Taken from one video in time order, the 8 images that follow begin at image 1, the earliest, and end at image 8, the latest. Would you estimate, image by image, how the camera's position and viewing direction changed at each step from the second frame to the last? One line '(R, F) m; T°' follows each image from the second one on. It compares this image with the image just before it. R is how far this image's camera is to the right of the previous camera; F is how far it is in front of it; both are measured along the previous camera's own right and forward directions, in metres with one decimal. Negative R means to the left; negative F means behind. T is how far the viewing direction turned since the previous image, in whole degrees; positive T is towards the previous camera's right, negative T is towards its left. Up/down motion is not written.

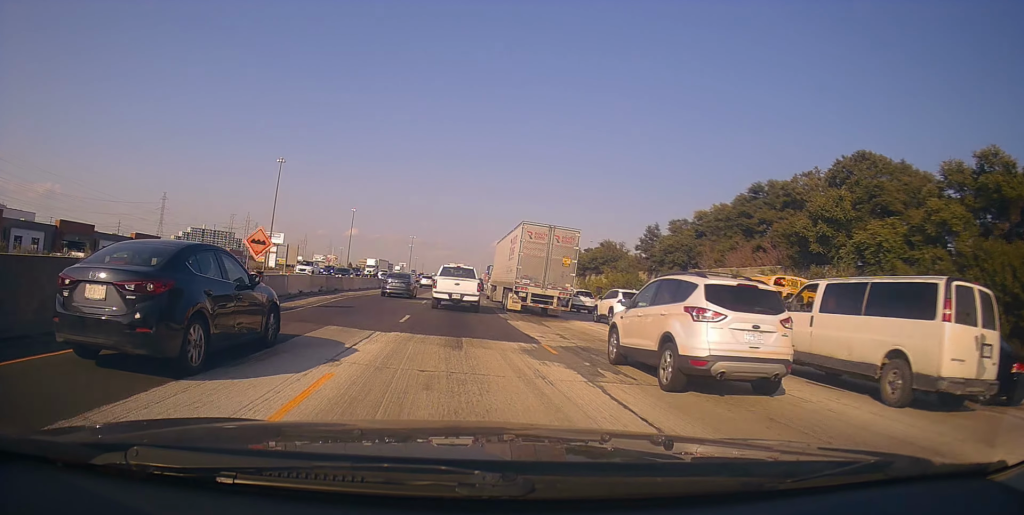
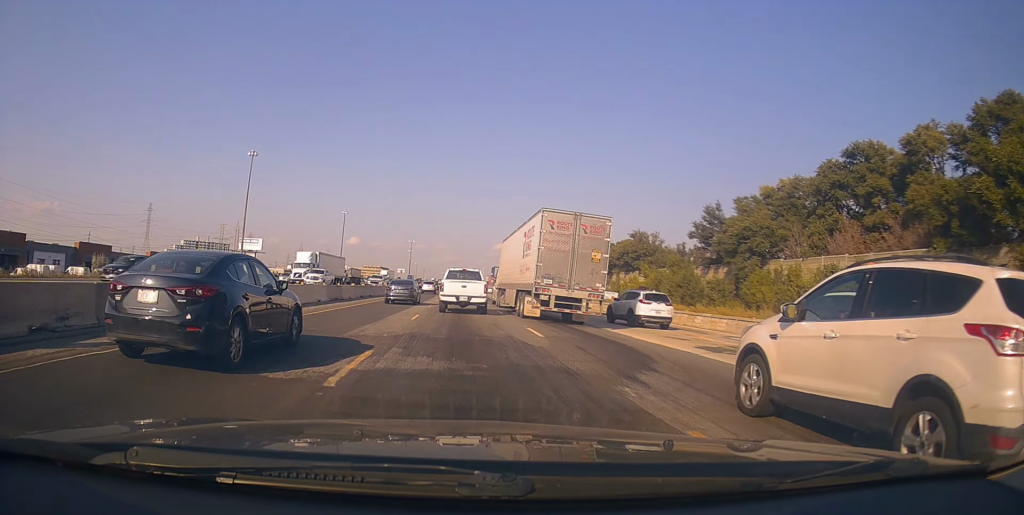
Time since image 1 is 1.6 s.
(-0.1, +21.1) m; -1°
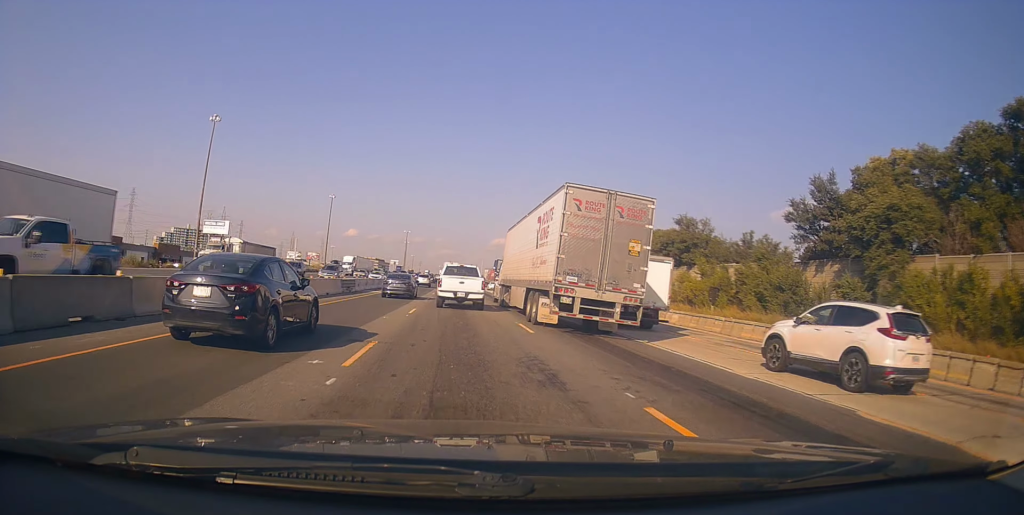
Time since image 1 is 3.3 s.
(+0.4, +22.9) m; +1°
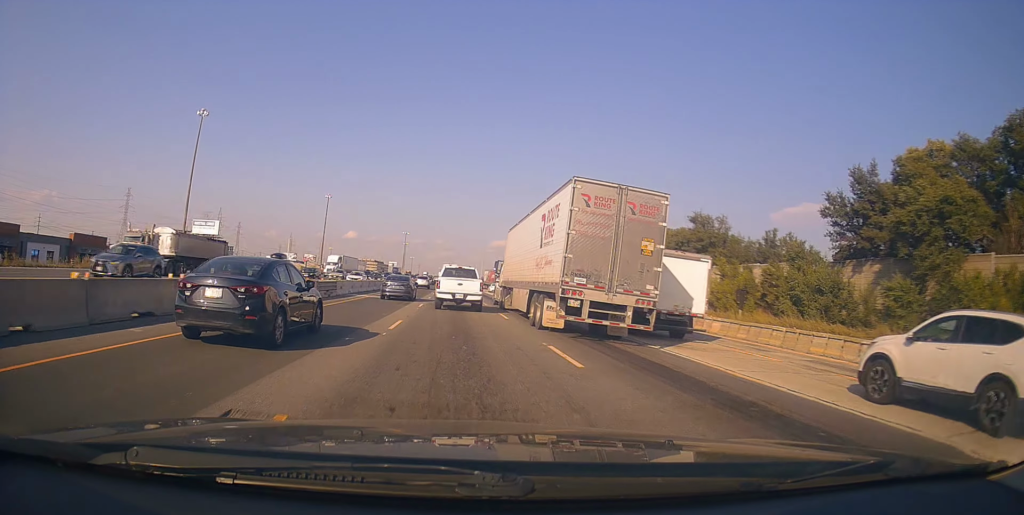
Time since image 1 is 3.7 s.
(-0.2, +5.8) m; 0°
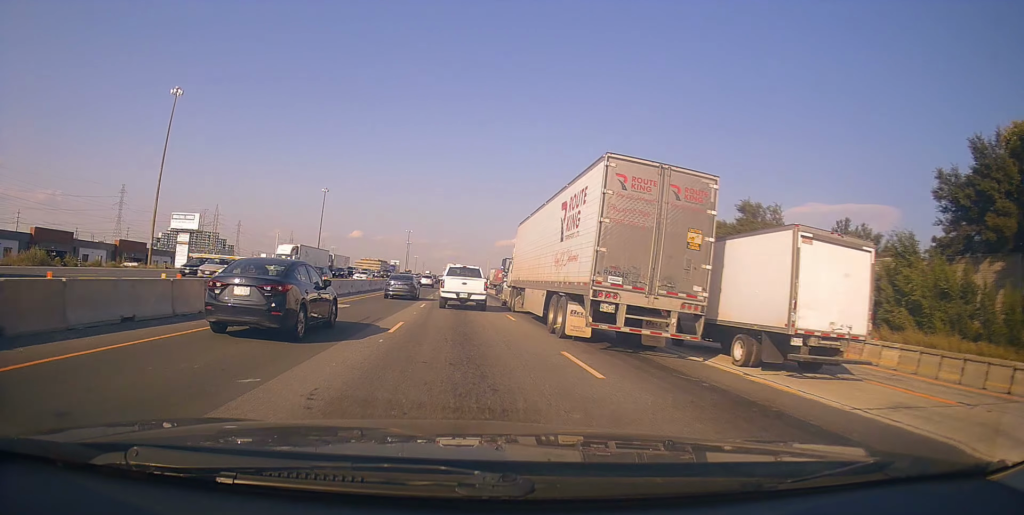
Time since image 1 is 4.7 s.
(0.0, +13.0) m; +1°
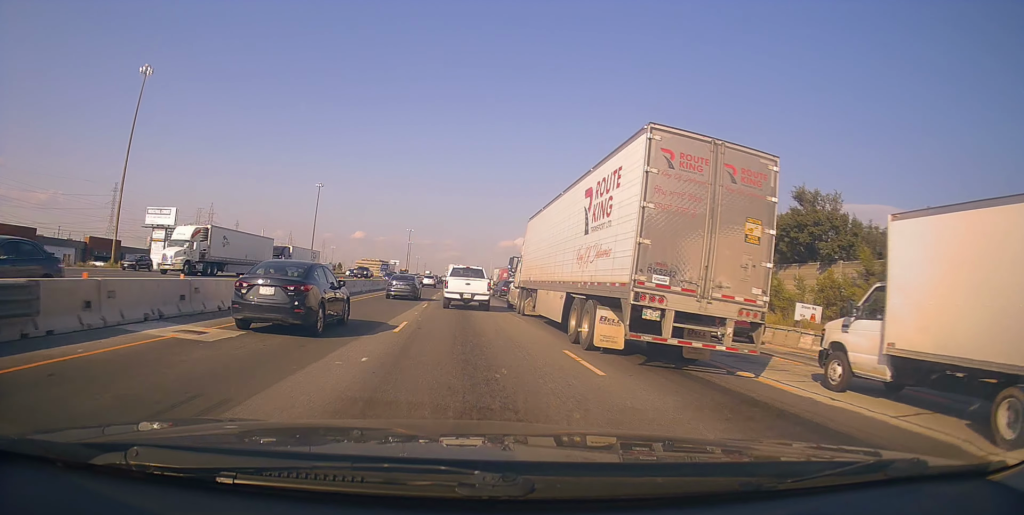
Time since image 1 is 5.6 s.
(+0.2, +11.8) m; 0°
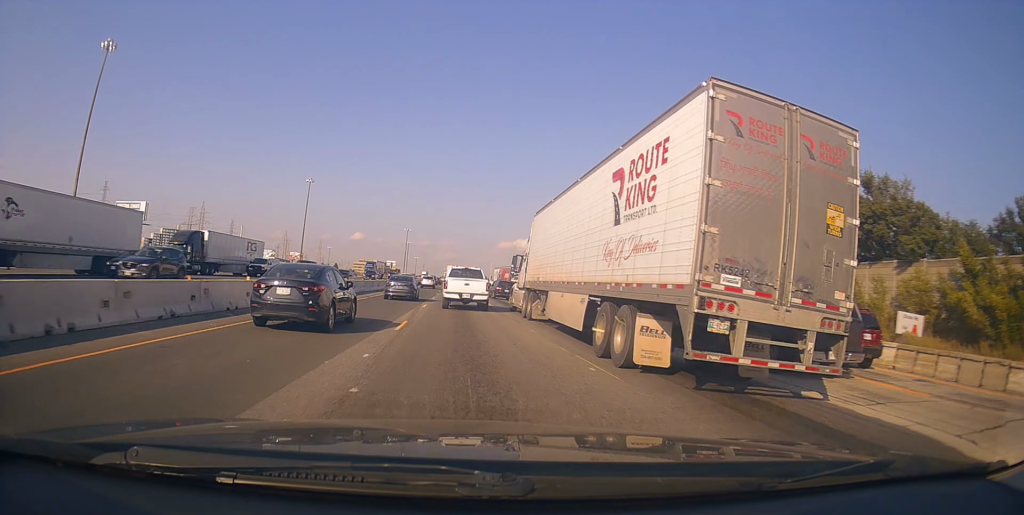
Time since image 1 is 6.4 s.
(-0.1, +11.4) m; -2°
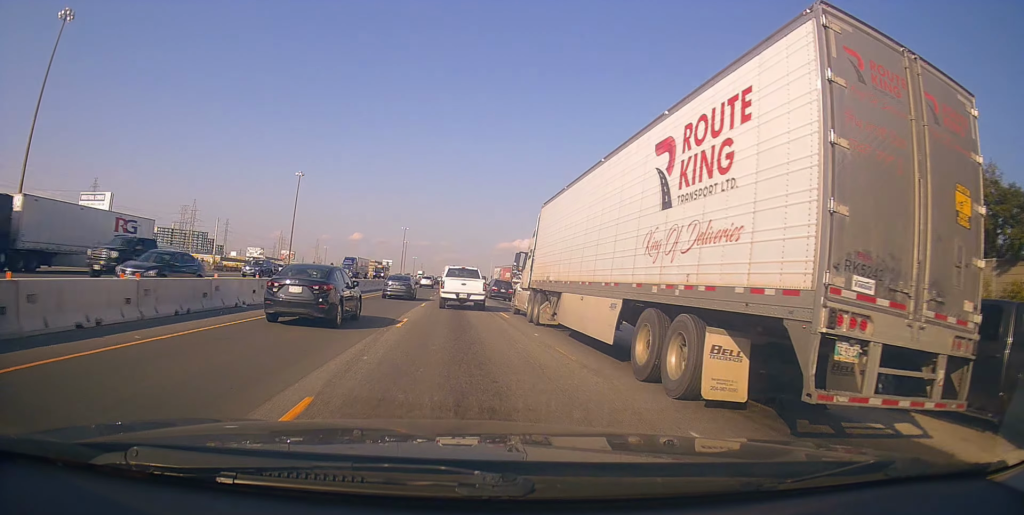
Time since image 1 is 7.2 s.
(-0.4, +11.1) m; -1°
